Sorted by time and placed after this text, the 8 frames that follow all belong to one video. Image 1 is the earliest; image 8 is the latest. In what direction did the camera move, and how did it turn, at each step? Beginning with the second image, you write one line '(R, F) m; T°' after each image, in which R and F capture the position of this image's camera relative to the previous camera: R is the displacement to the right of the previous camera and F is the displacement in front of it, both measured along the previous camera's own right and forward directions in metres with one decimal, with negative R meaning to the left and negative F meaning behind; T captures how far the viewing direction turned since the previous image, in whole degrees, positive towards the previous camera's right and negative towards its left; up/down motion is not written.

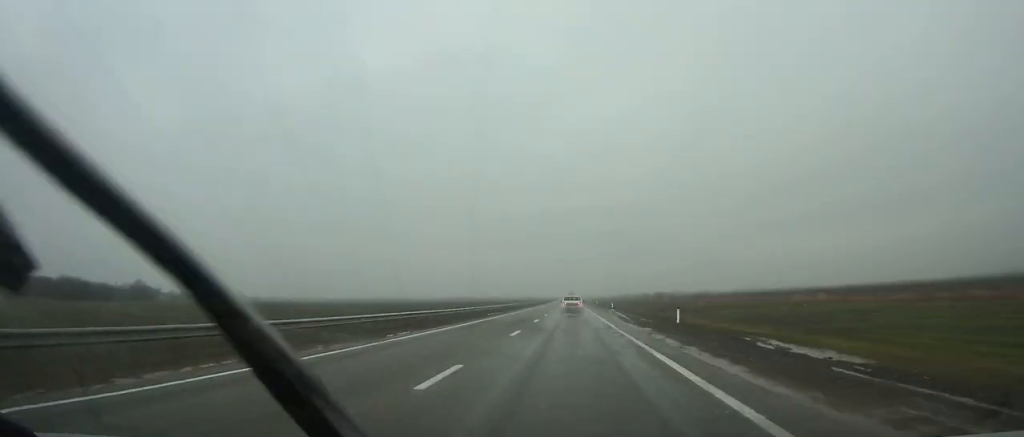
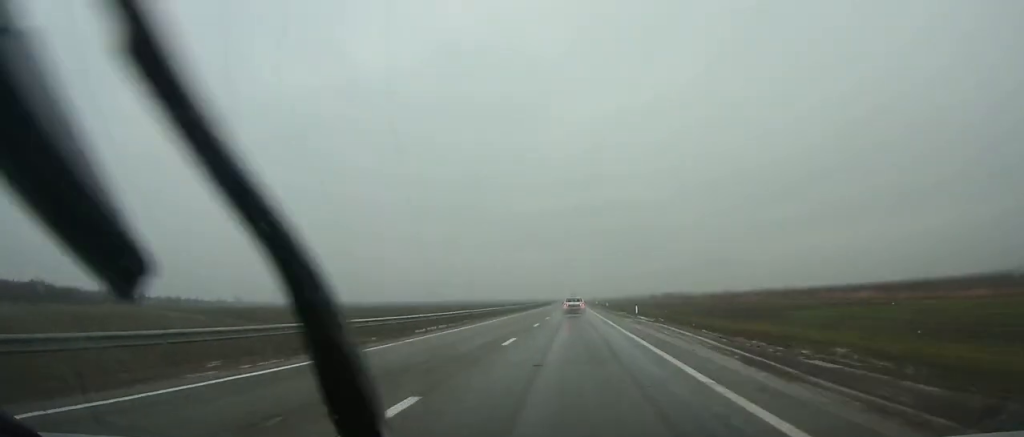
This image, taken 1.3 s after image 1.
(0.0, +27.8) m; 0°
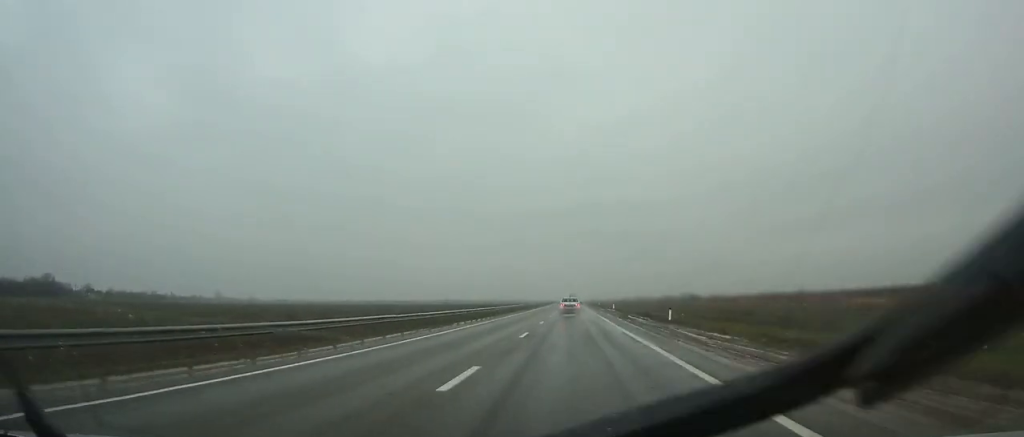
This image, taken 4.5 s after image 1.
(-0.1, +68.6) m; 0°
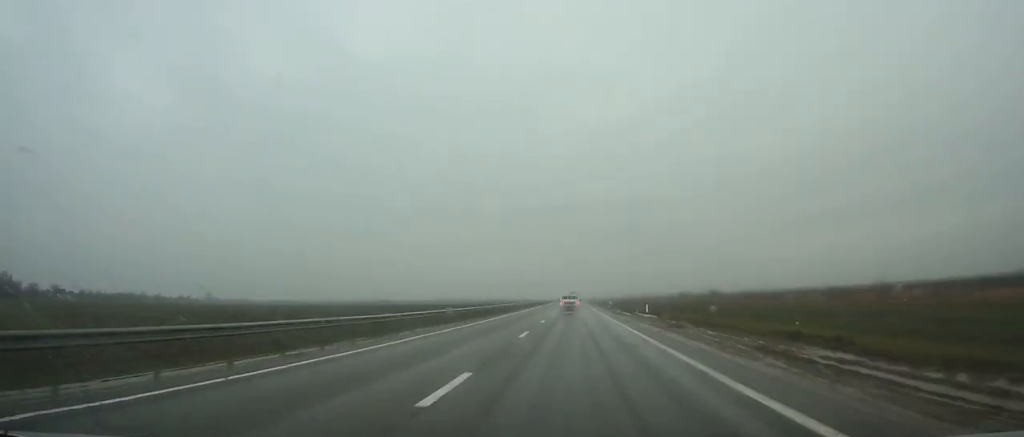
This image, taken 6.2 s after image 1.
(-0.1, +36.6) m; 0°
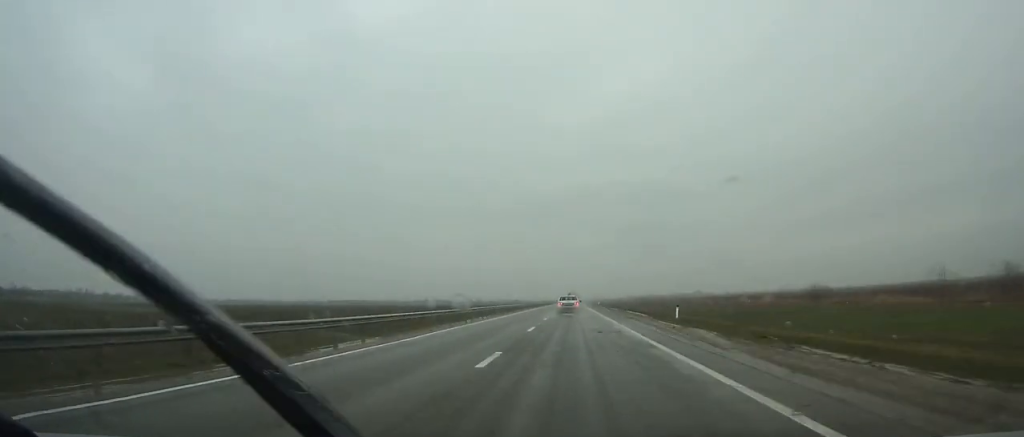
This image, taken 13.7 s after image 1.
(+0.3, +162.5) m; 0°
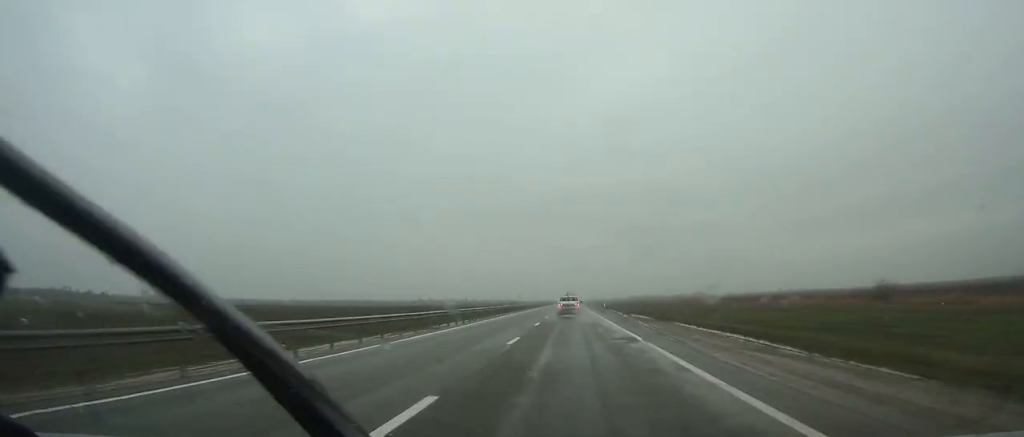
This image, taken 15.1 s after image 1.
(0.0, +30.2) m; 0°
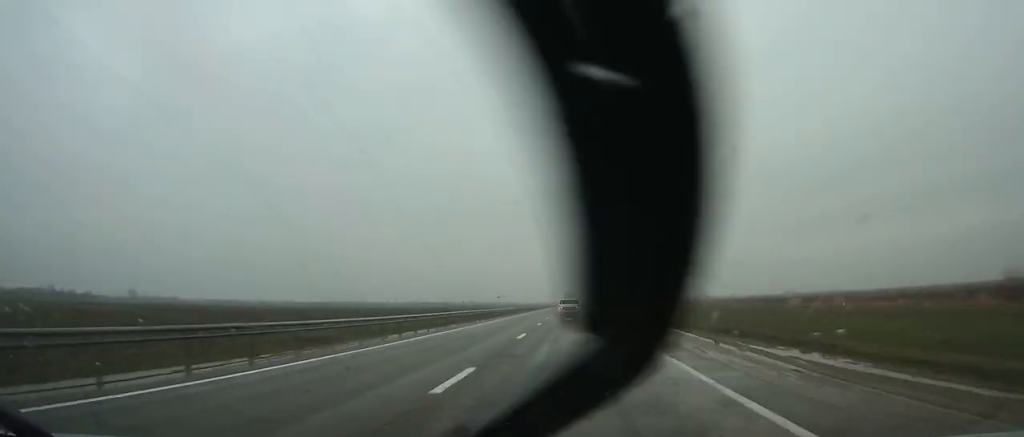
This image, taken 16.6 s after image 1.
(0.0, +32.0) m; 0°
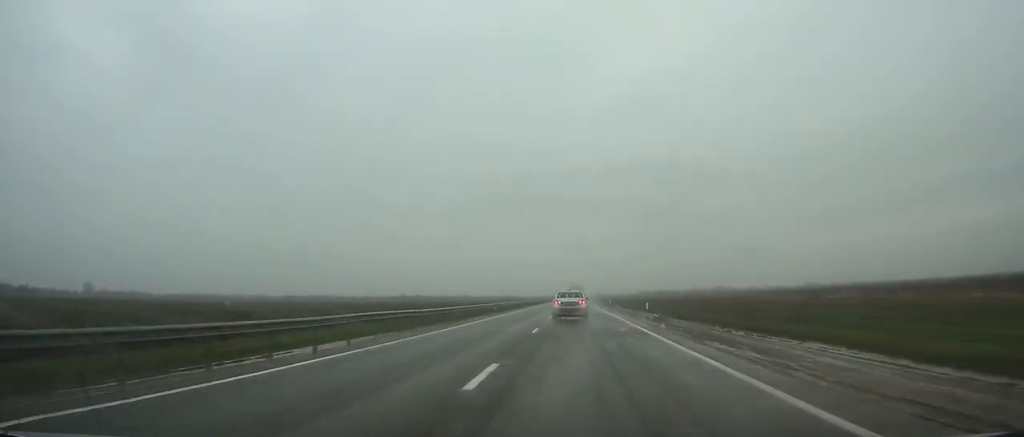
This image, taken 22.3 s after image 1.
(+0.1, +118.4) m; 0°
